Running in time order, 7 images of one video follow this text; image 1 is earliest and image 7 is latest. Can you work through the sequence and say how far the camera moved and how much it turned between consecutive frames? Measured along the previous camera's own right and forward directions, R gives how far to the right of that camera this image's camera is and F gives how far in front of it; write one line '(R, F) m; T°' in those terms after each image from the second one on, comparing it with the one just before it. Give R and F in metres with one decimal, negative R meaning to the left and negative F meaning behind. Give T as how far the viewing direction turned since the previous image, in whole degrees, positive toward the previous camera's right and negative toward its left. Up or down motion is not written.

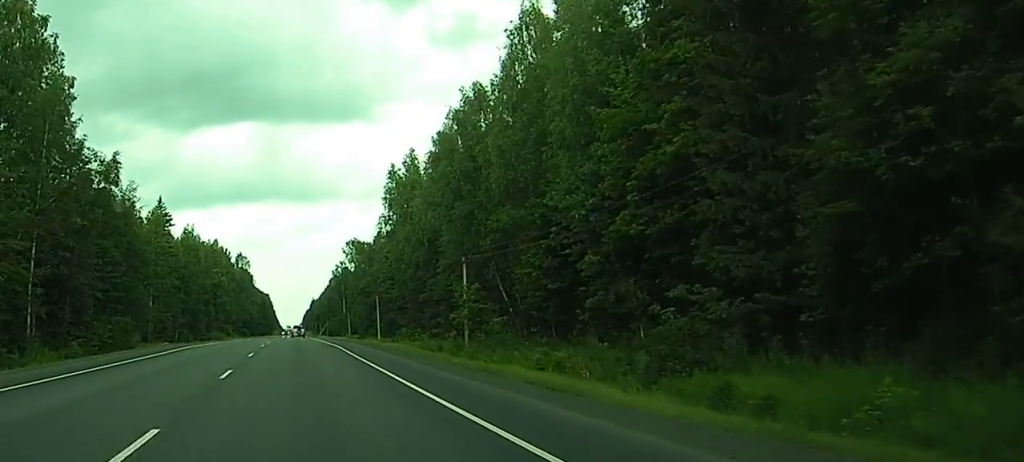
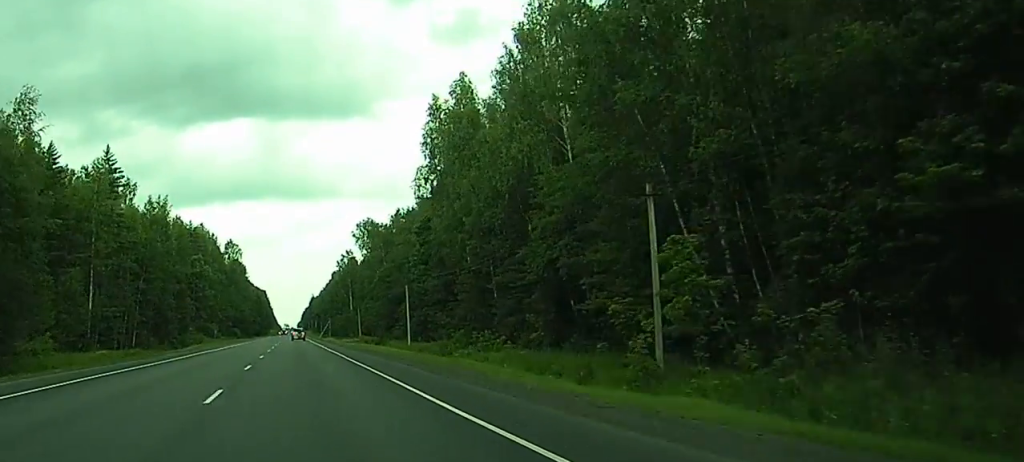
(+0.2, +40.8) m; 0°
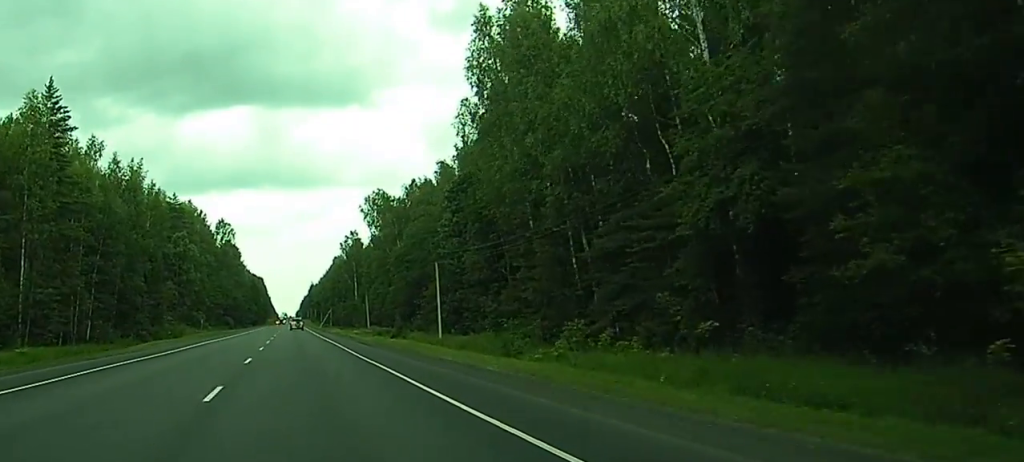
(-0.2, +25.0) m; 0°
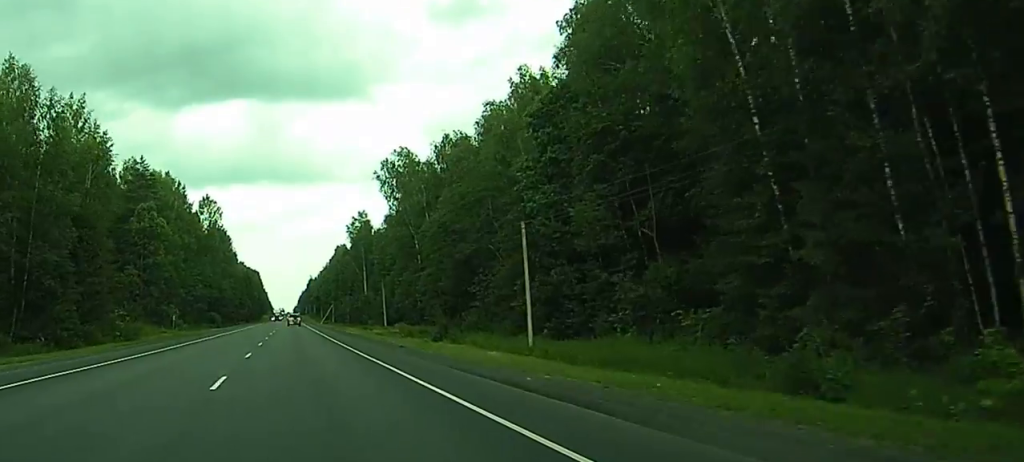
(+0.3, +35.0) m; 0°
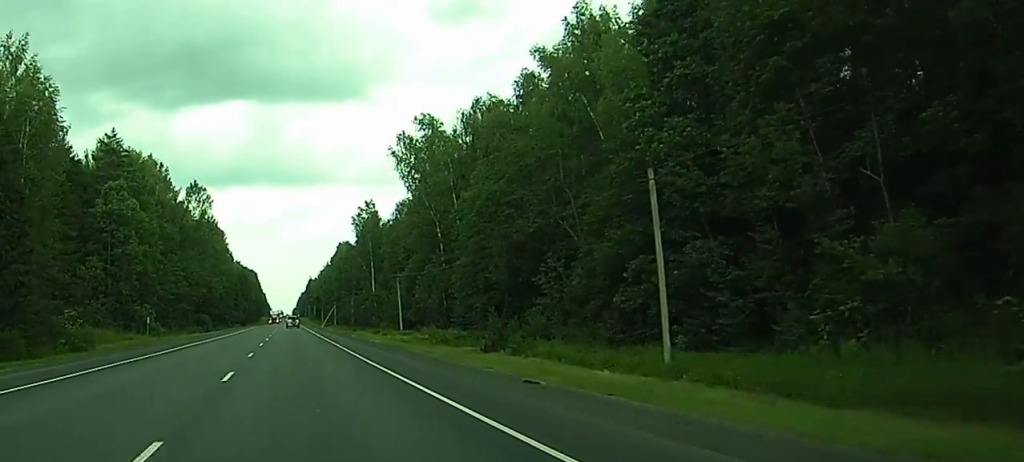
(-0.2, +21.0) m; 0°
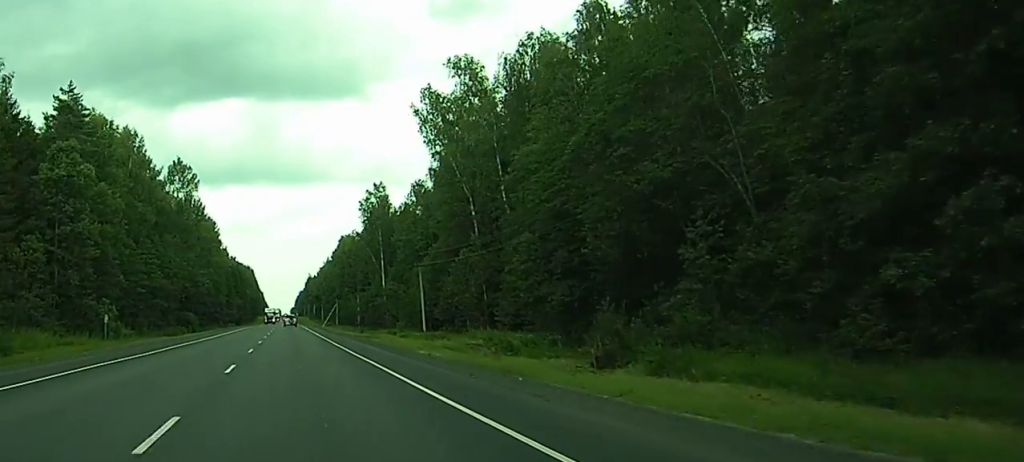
(+0.1, +22.0) m; 0°
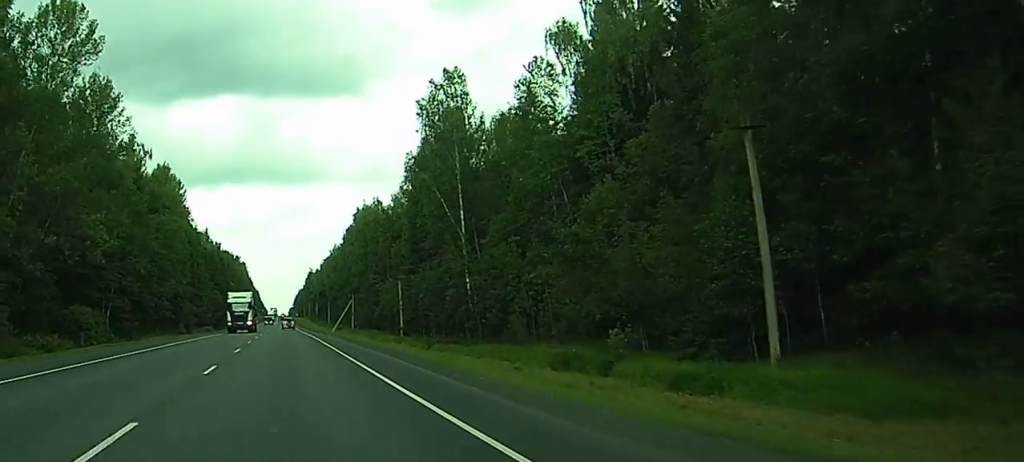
(+0.8, +72.6) m; +1°
